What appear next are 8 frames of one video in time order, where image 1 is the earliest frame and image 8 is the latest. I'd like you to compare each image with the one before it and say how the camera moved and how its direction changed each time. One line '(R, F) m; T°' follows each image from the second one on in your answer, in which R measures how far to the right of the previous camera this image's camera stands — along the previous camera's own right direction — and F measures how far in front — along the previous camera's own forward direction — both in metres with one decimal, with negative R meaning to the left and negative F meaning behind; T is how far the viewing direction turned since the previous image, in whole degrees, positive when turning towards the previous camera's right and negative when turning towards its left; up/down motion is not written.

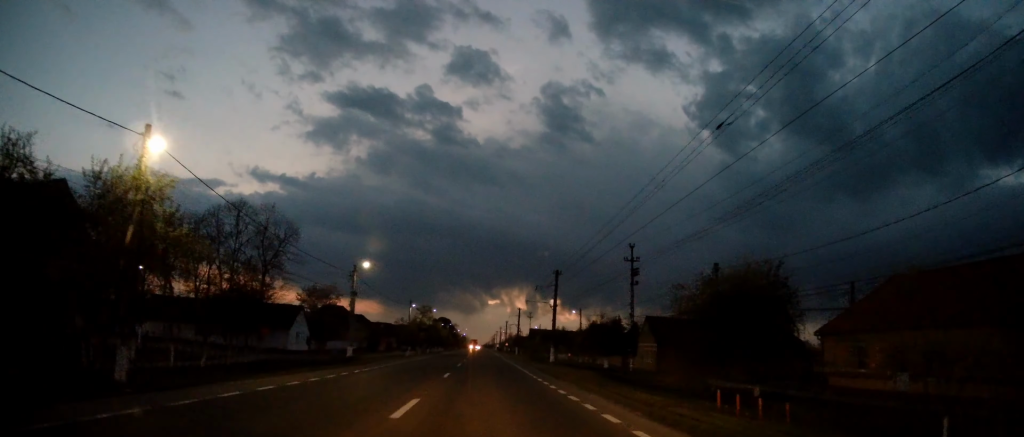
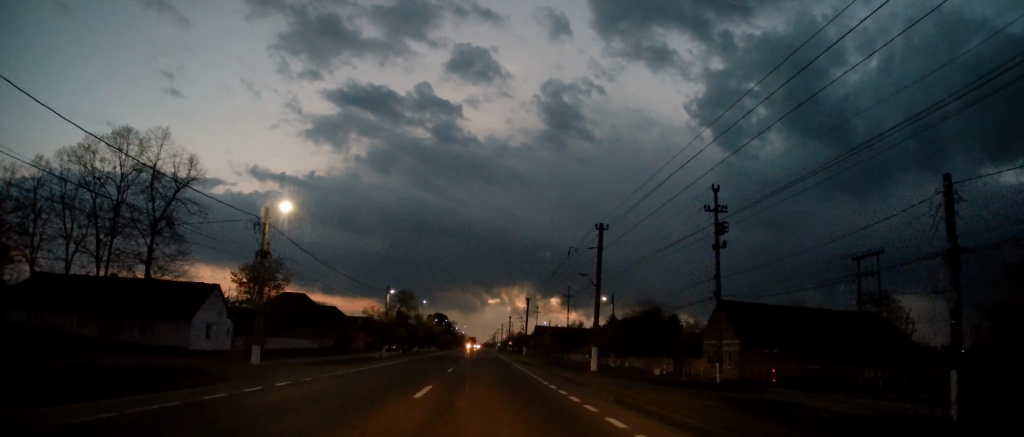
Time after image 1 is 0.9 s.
(+0.4, +19.8) m; 0°
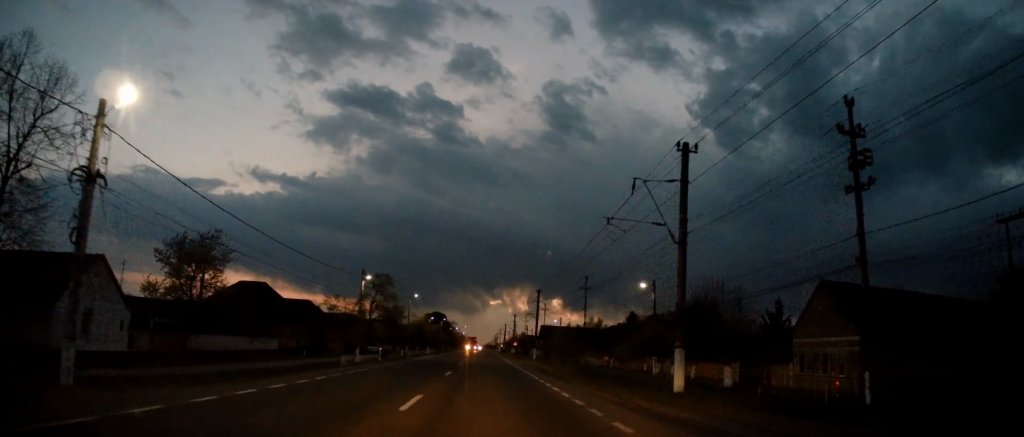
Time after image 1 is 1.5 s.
(-0.1, +14.0) m; 0°
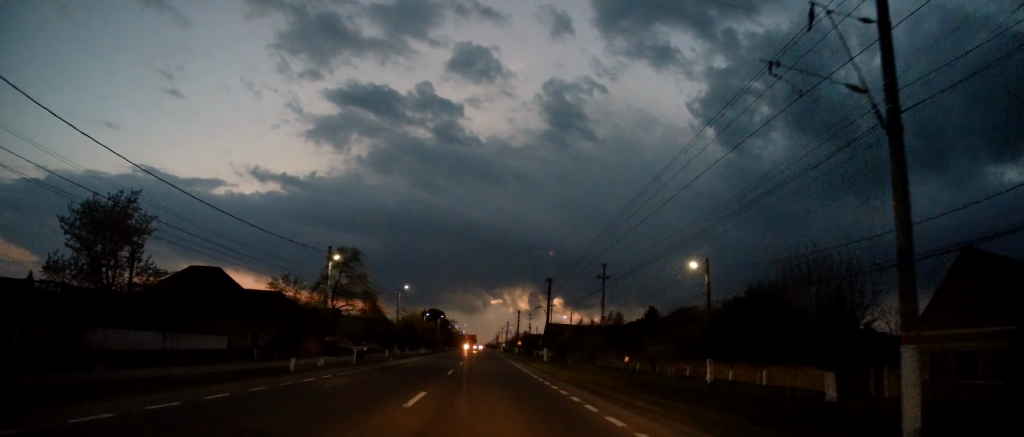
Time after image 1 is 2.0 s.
(-0.3, +11.0) m; 0°
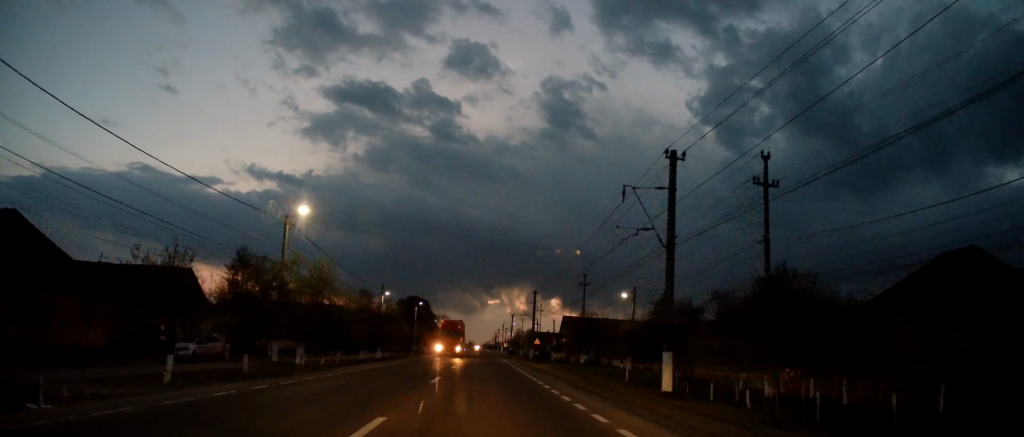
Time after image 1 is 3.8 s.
(+0.1, +39.9) m; 0°
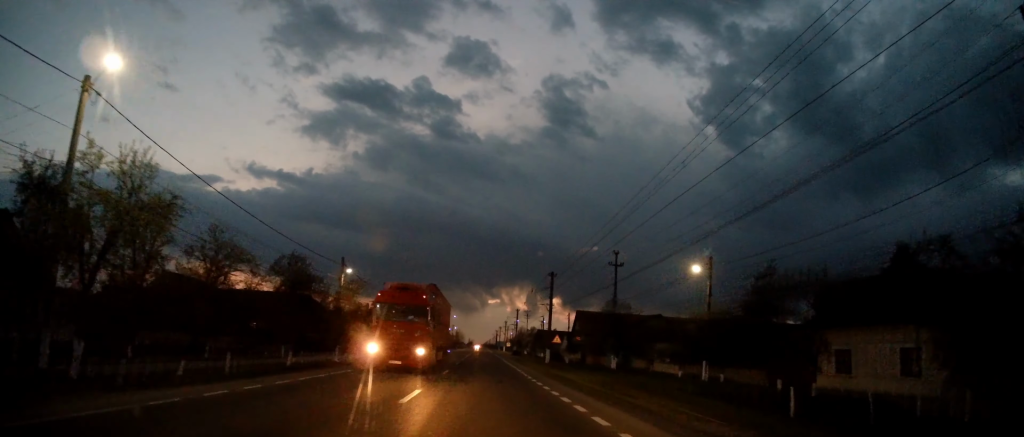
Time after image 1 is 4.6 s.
(+0.1, +17.9) m; +1°
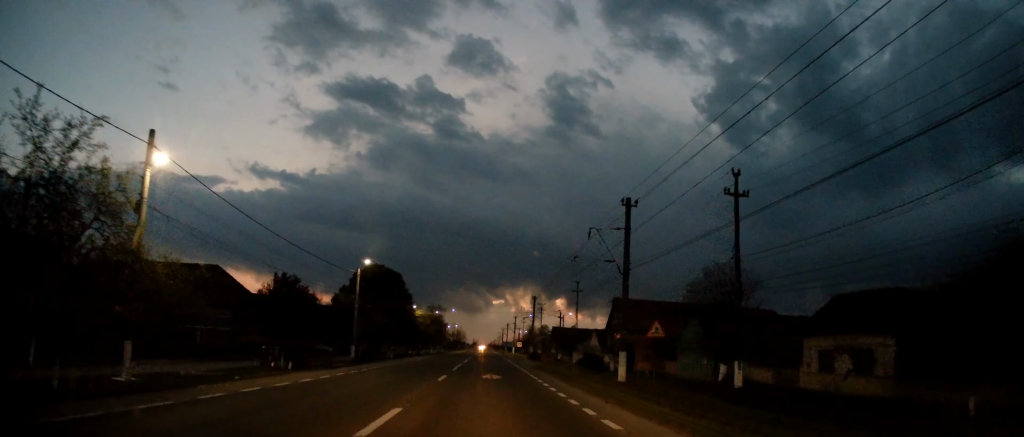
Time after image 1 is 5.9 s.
(+0.2, +27.7) m; -1°
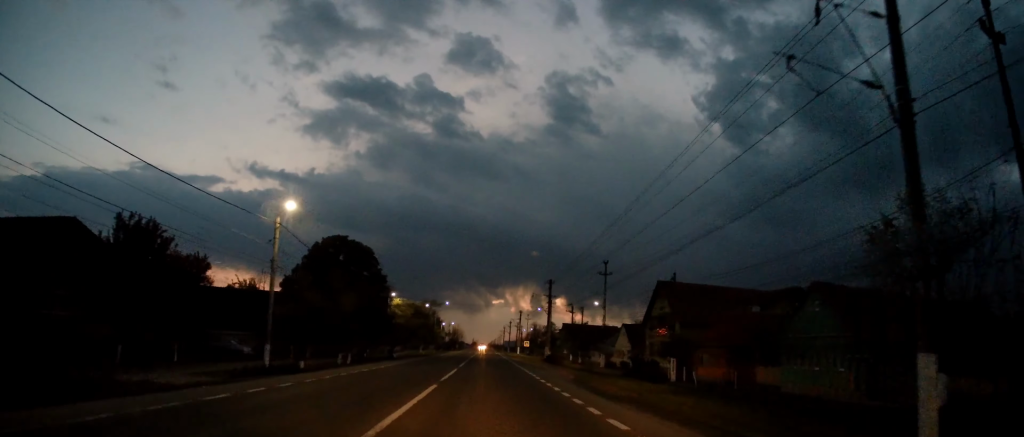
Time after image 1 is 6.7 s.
(-0.3, +19.4) m; 0°
